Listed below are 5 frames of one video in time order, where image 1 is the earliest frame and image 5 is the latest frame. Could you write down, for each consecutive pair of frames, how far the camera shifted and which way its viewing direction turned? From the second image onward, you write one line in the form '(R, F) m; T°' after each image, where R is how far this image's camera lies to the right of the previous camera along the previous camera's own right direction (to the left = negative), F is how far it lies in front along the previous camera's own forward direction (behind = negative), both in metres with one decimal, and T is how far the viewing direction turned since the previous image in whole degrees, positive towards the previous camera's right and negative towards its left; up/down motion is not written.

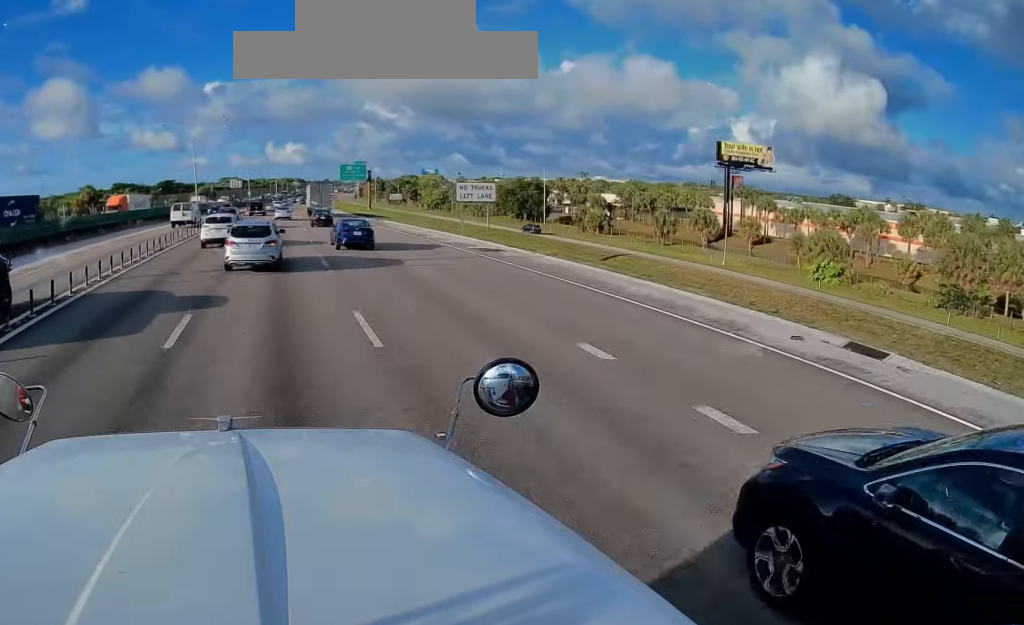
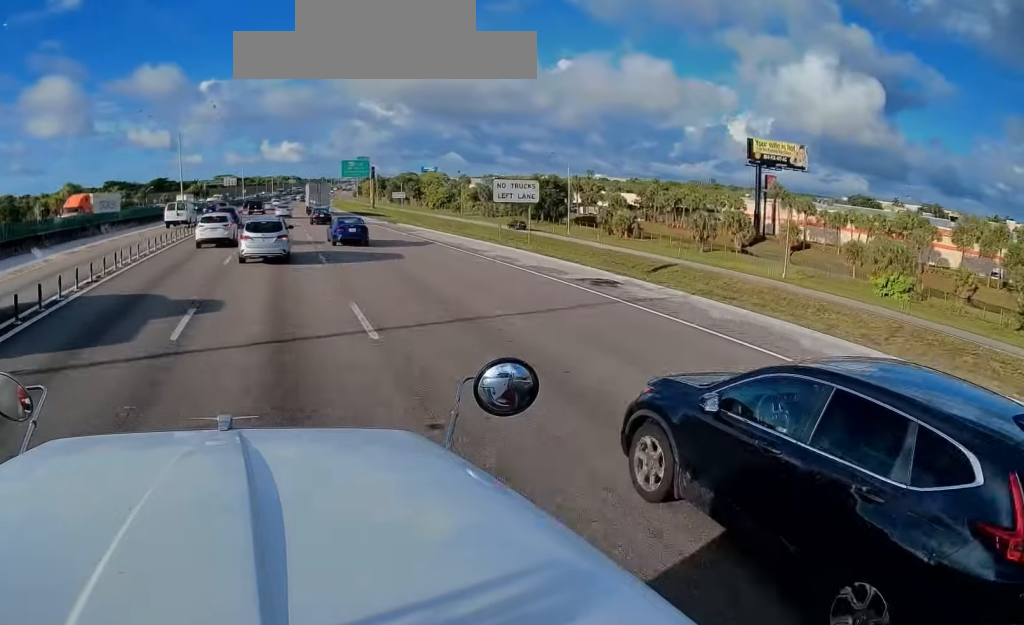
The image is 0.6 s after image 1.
(0.0, +11.0) m; 0°
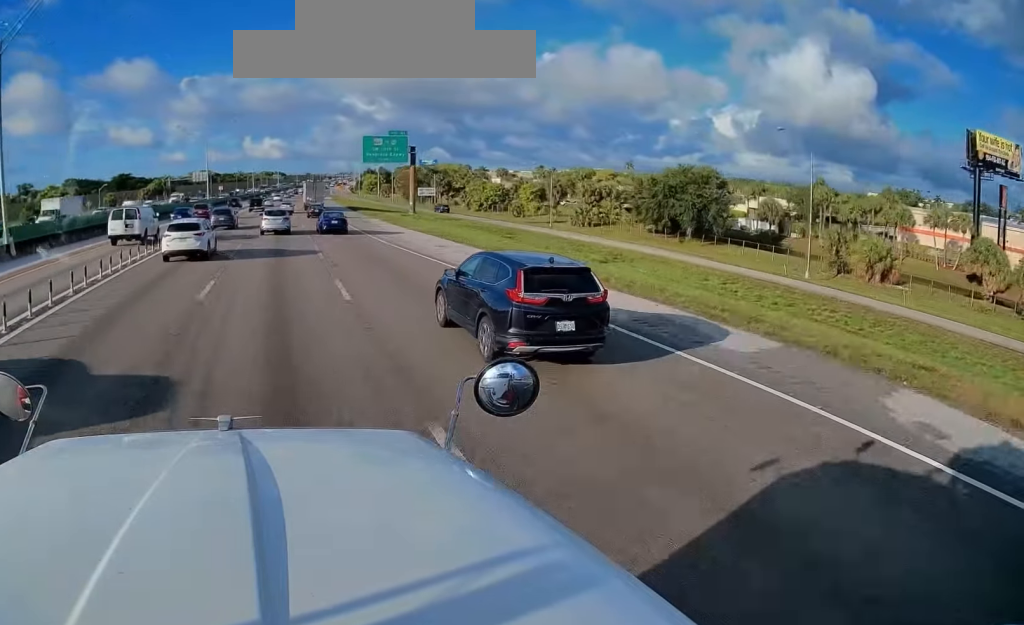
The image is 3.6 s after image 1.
(+0.5, +52.4) m; +2°
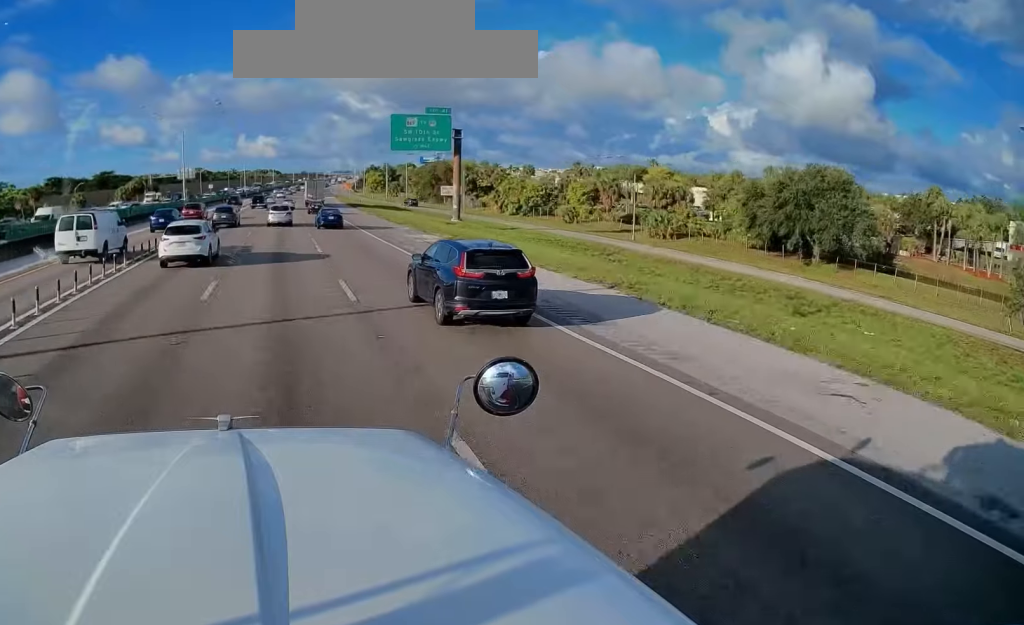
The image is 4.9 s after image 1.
(+0.2, +23.5) m; +1°
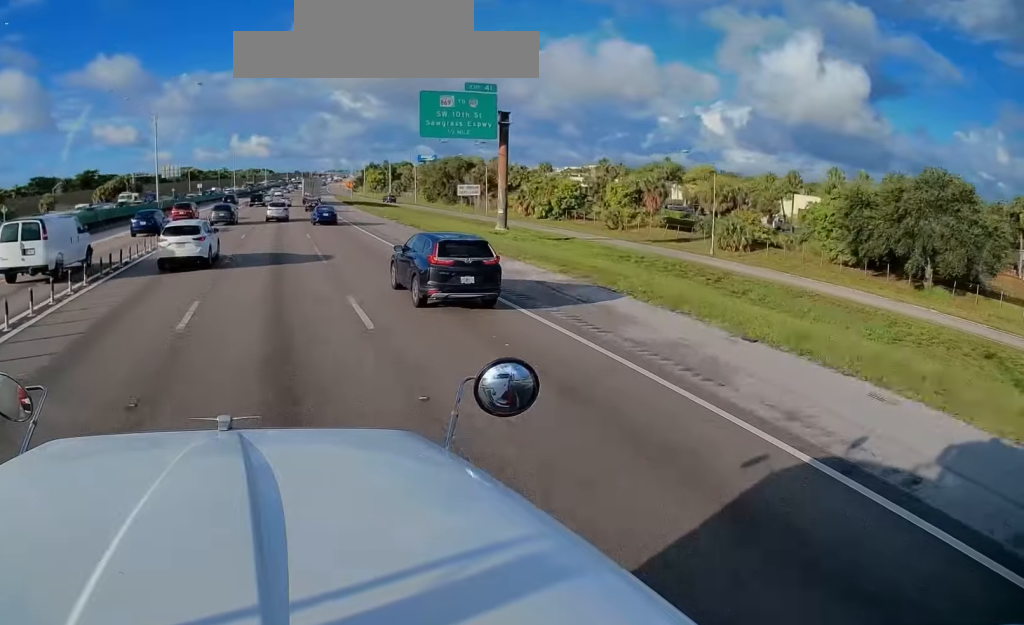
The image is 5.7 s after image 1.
(+0.2, +15.3) m; +2°
